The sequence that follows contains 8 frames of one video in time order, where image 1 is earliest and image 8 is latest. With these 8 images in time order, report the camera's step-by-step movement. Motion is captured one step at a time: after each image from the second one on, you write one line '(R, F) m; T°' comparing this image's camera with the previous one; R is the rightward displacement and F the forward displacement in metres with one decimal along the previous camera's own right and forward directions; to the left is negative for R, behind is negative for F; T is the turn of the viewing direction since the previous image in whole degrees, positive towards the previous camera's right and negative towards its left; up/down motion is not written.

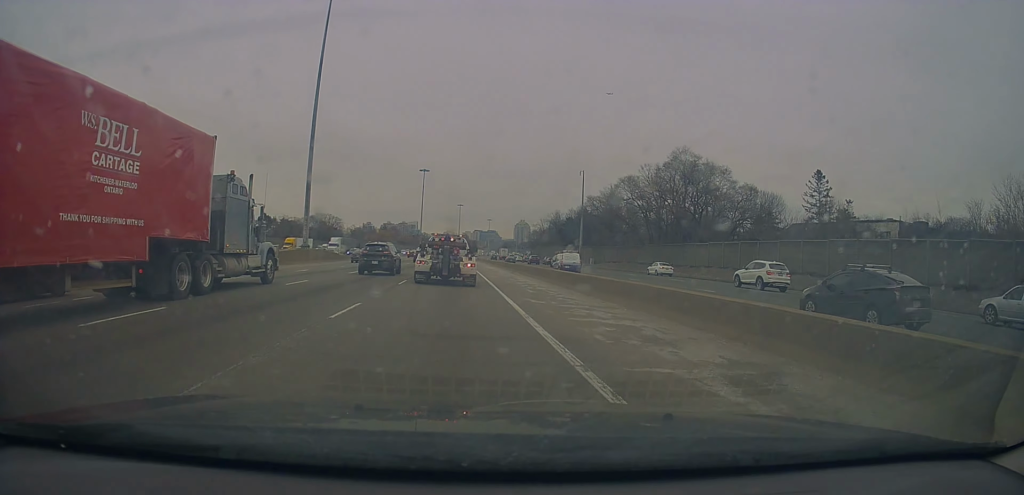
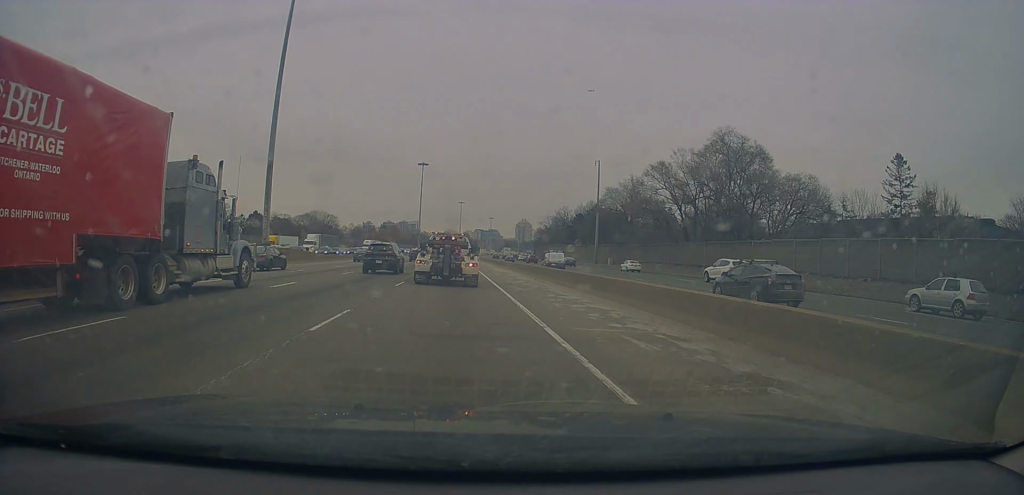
(+0.3, +13.8) m; +2°
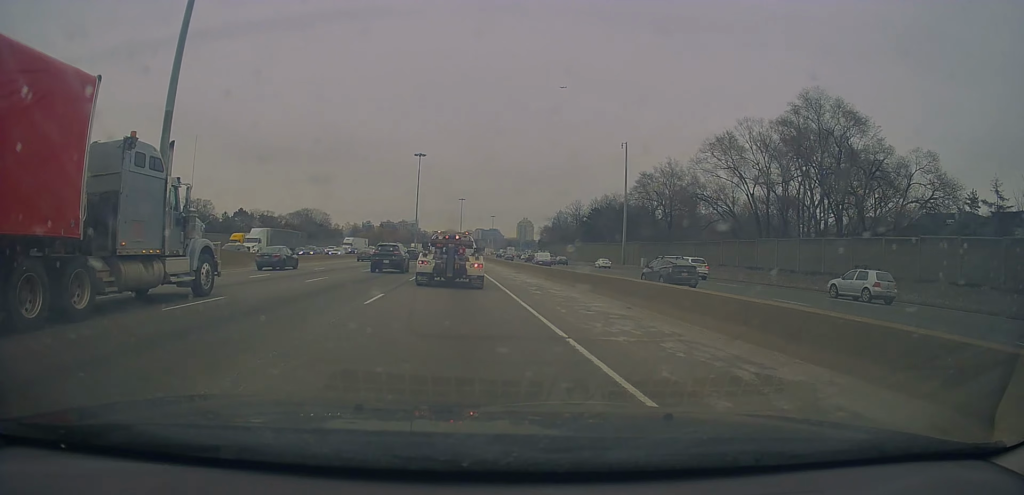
(+0.3, +20.7) m; +1°
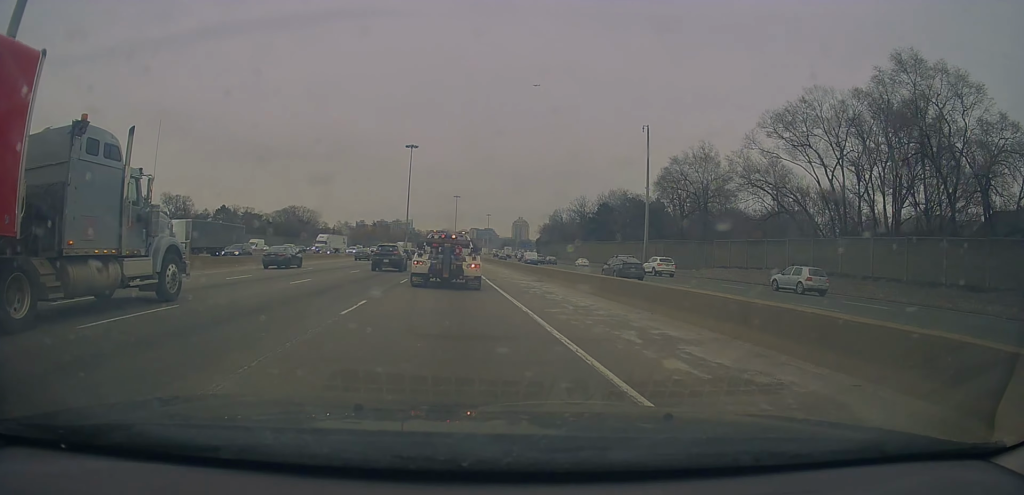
(-0.1, +14.4) m; -1°
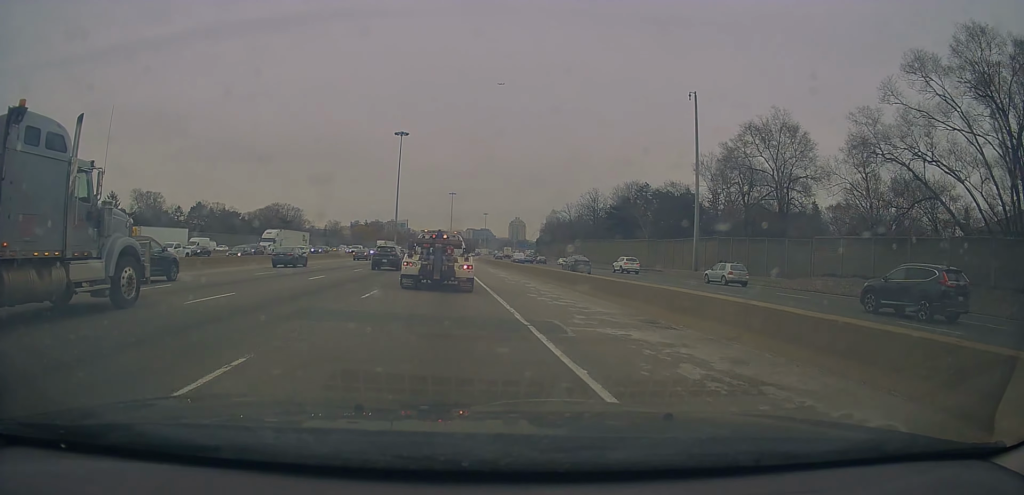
(0.0, +19.6) m; +1°
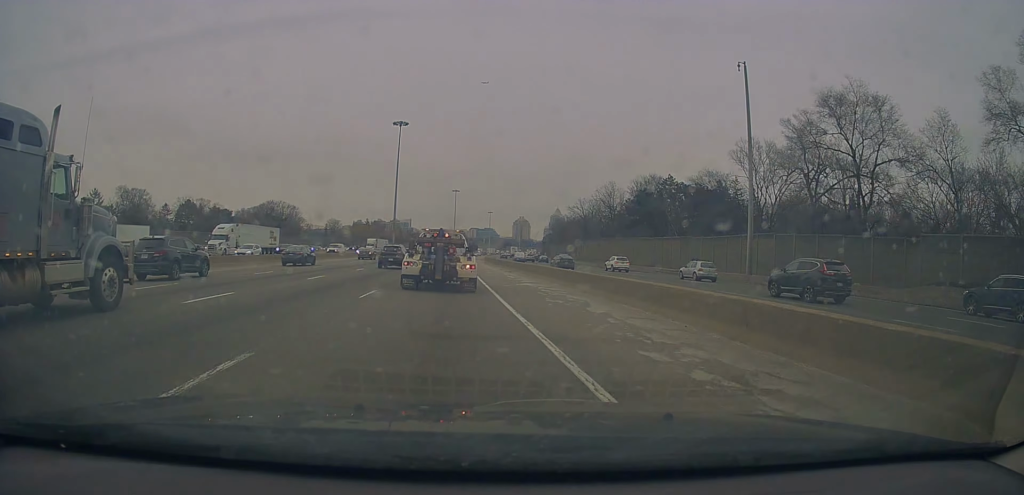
(+0.2, +12.2) m; +1°
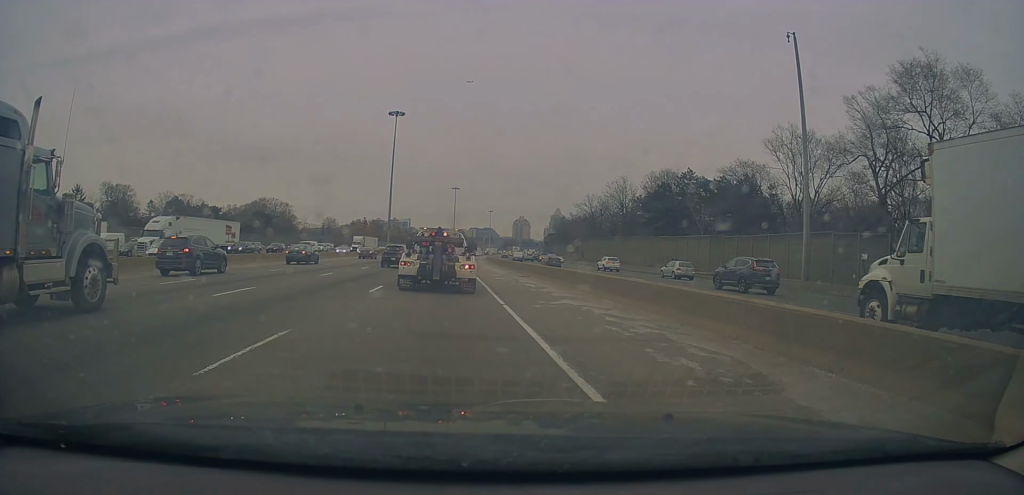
(0.0, +10.6) m; 0°
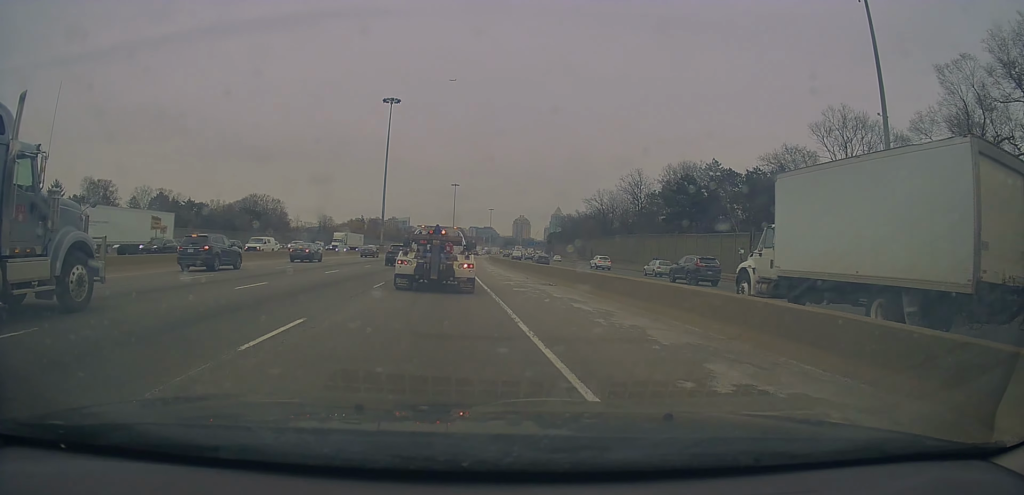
(-0.1, +11.7) m; 0°
